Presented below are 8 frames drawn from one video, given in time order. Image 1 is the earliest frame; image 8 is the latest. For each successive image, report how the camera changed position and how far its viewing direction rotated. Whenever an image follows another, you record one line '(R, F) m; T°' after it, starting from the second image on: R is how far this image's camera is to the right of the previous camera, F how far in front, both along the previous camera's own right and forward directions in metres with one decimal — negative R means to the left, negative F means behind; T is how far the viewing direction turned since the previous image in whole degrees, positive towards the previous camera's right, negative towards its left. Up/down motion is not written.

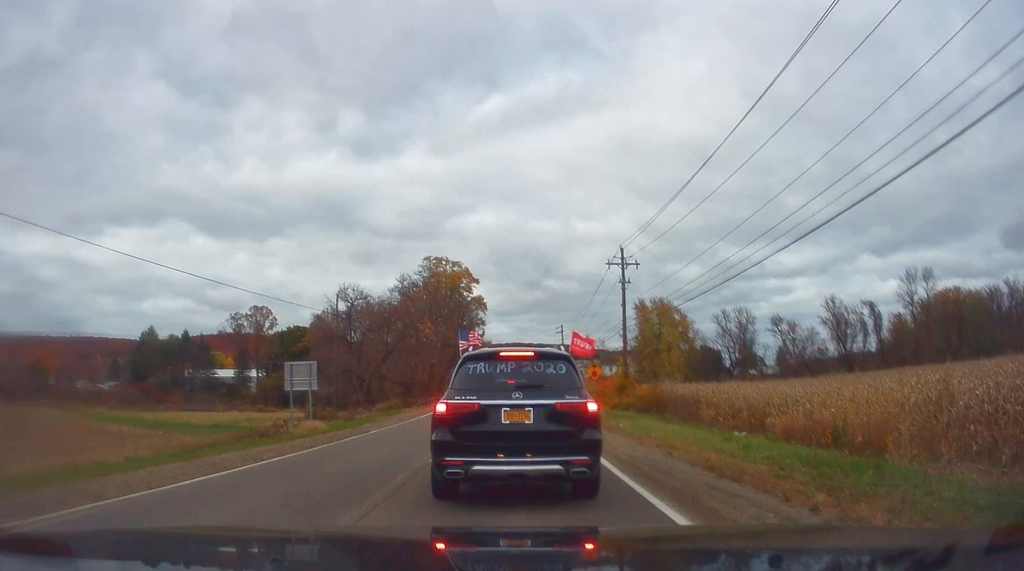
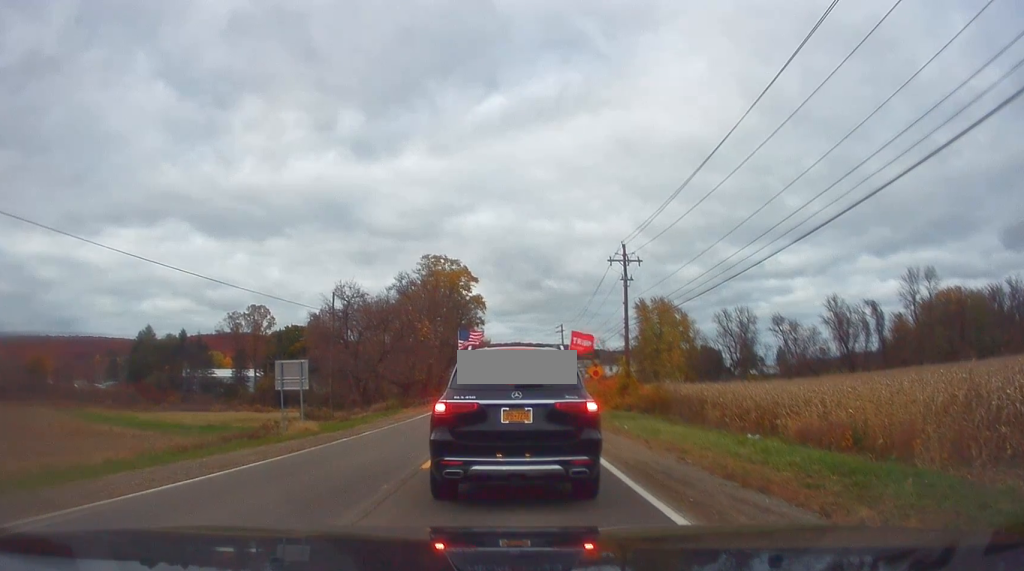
(0.0, +1.1) m; 0°
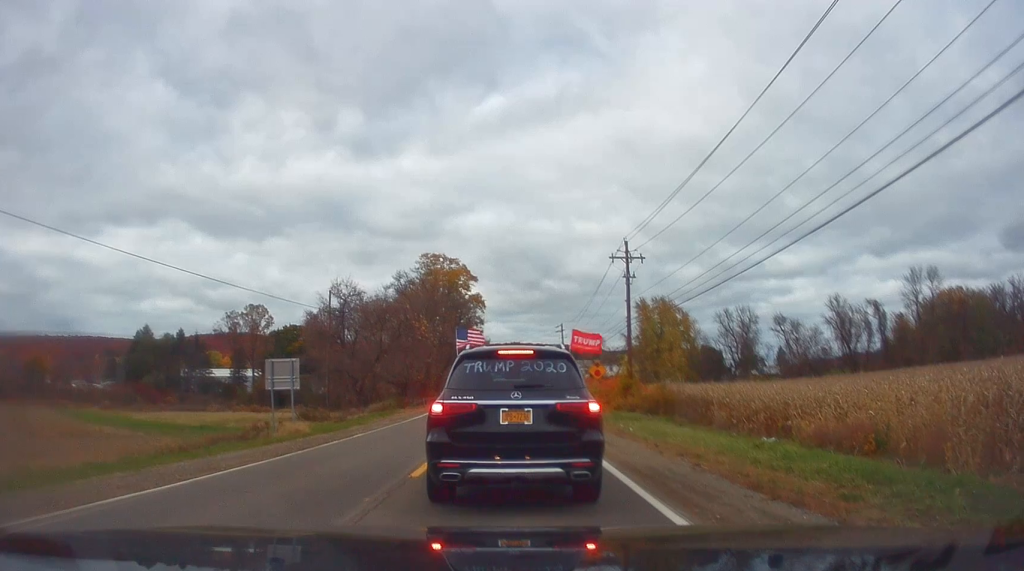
(0.0, +1.1) m; 0°
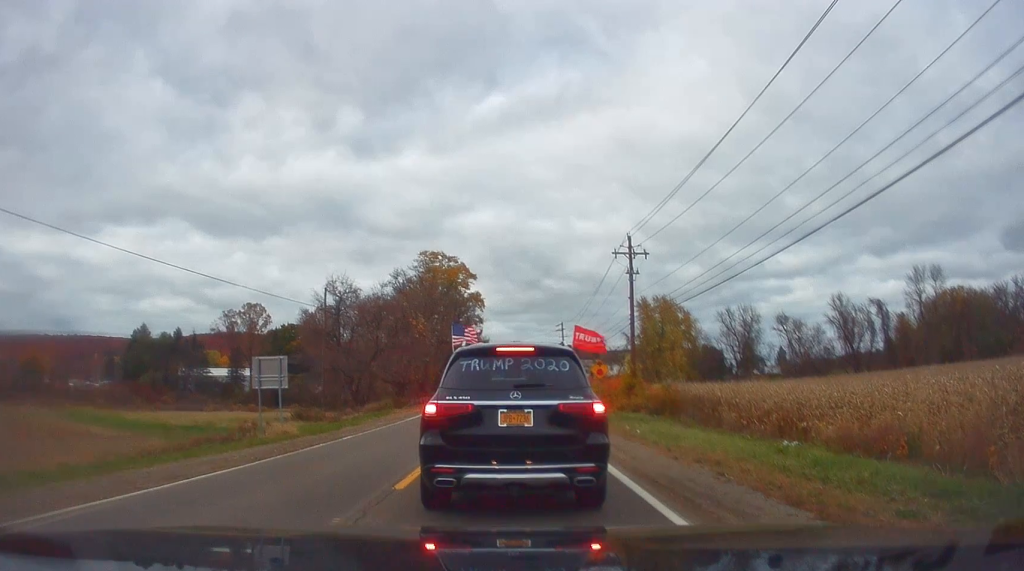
(0.0, +1.4) m; 0°
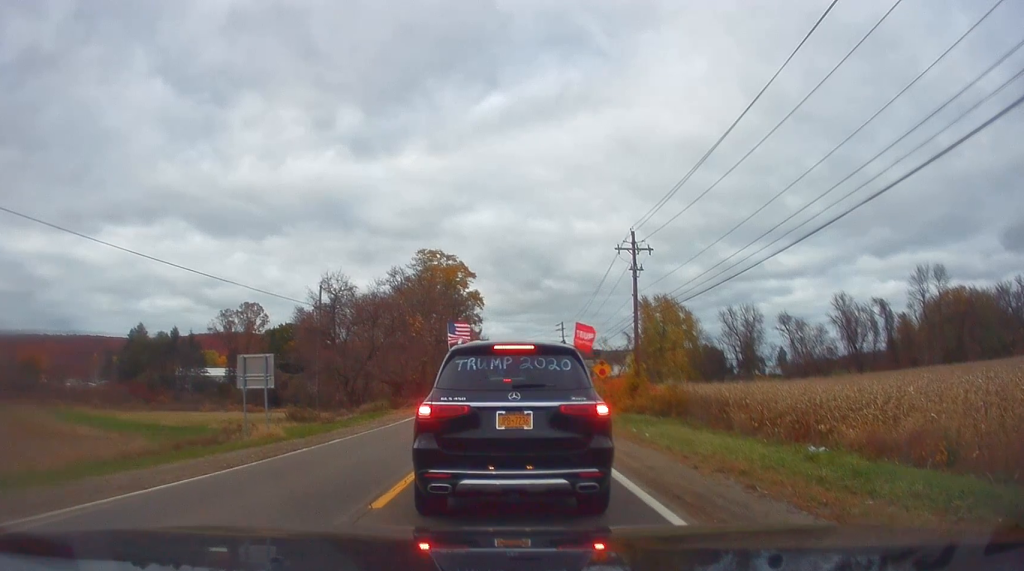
(0.0, +1.9) m; 0°
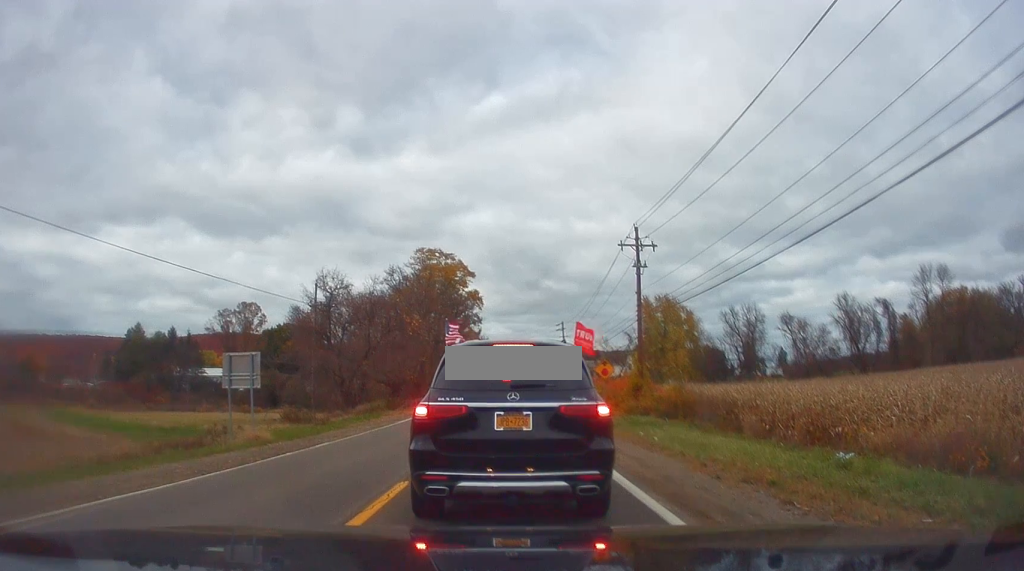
(0.0, +1.9) m; 0°
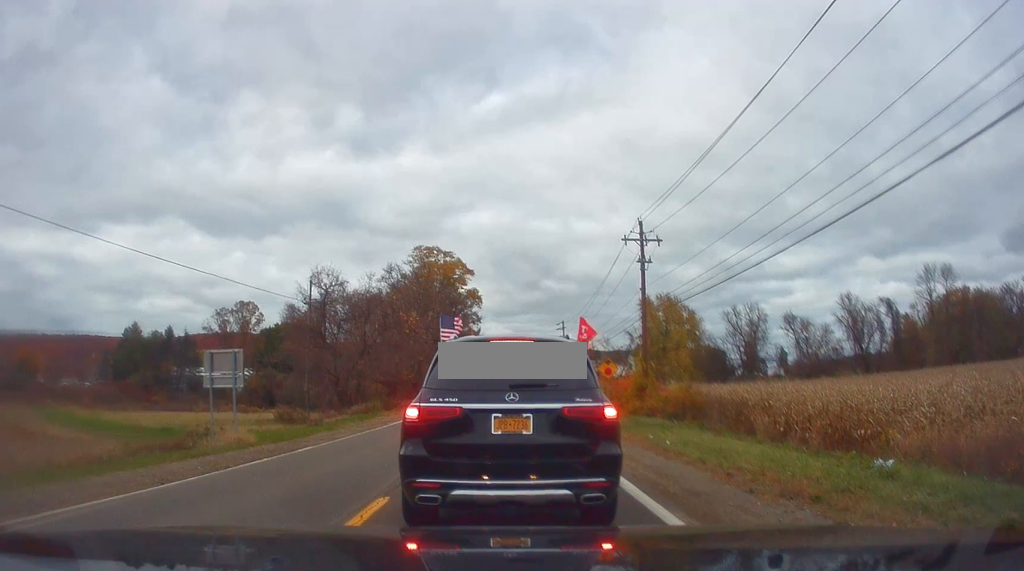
(0.0, +2.2) m; 0°
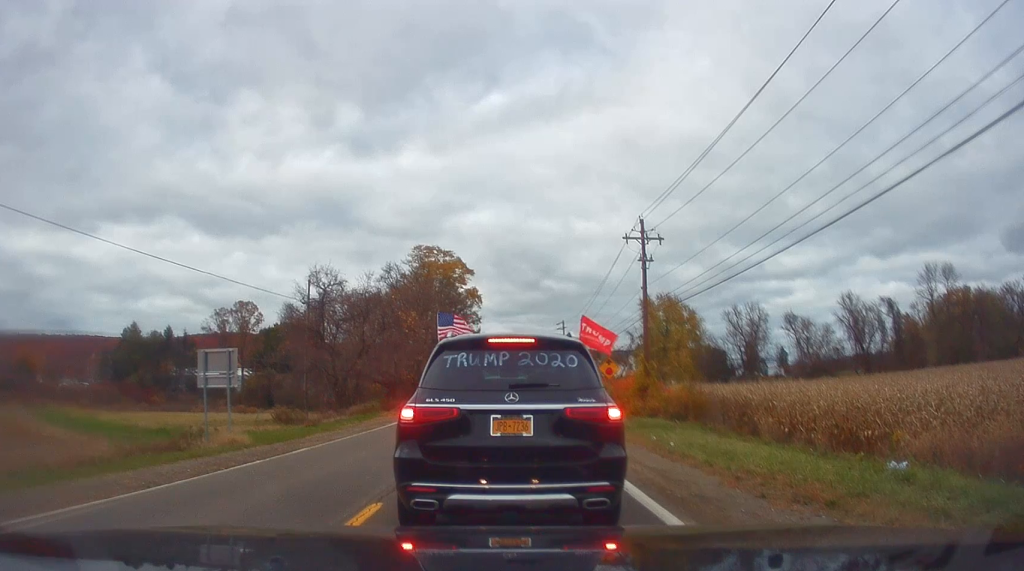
(0.0, +1.2) m; 0°
